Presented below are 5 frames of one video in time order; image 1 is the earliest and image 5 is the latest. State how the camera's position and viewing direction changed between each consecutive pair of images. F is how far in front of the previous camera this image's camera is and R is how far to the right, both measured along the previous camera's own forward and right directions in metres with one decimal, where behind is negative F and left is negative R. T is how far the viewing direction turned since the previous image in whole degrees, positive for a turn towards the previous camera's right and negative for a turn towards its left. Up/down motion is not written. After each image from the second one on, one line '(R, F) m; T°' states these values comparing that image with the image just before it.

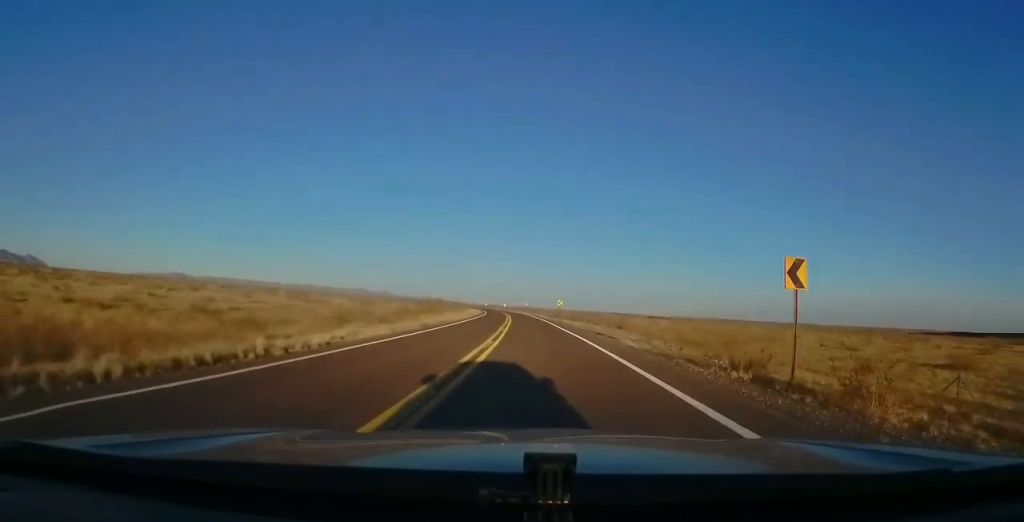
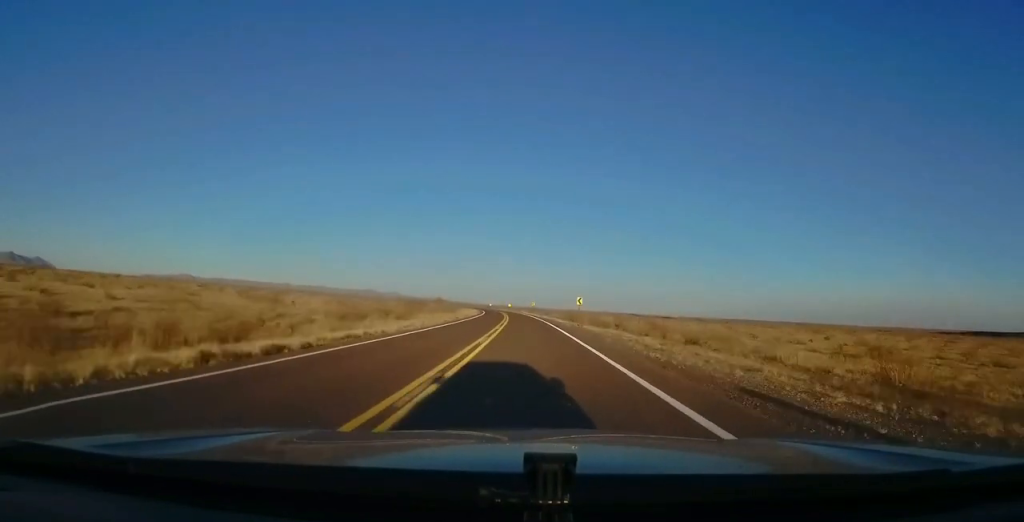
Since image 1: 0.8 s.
(-0.2, +21.9) m; -1°
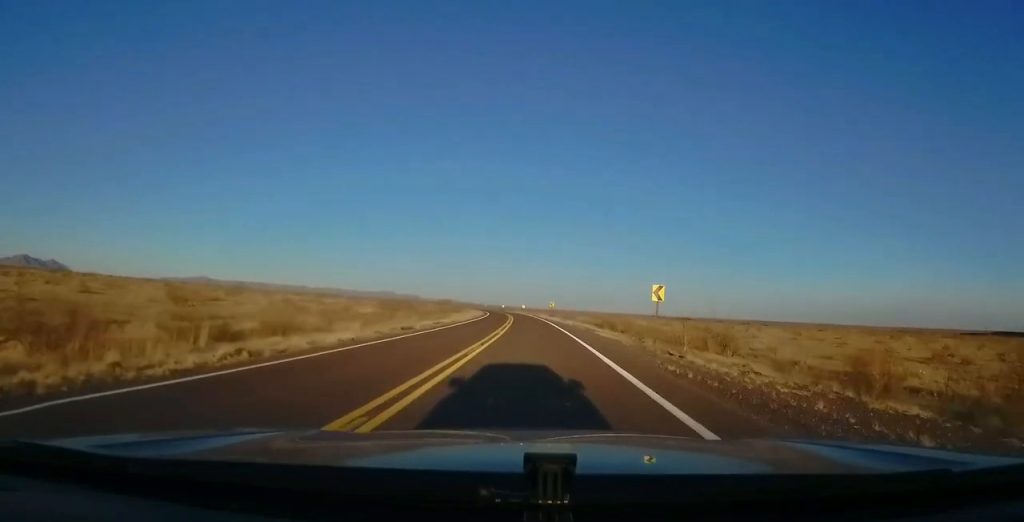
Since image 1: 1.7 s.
(-0.1, +27.7) m; -1°
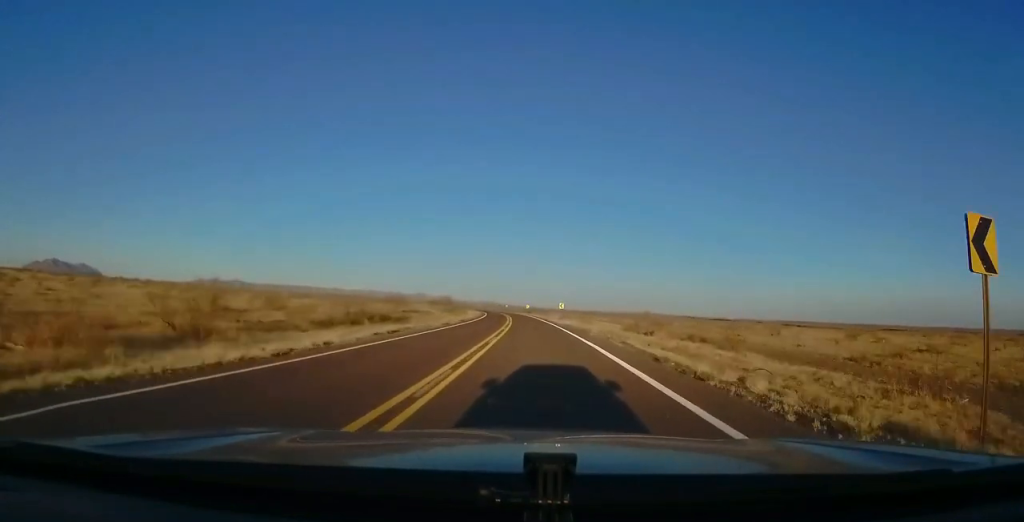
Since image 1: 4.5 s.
(-3.1, +78.4) m; -4°
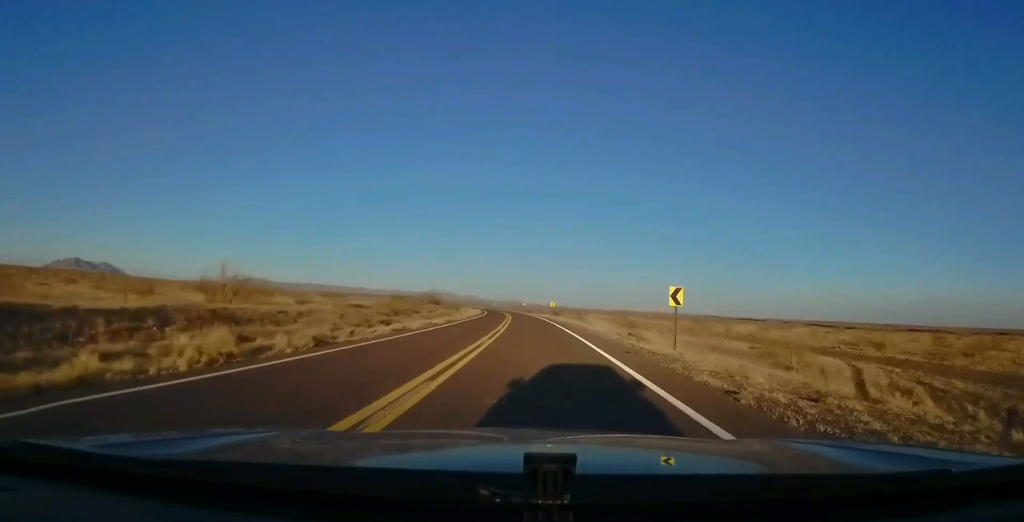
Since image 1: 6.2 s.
(-1.7, +50.0) m; -3°
